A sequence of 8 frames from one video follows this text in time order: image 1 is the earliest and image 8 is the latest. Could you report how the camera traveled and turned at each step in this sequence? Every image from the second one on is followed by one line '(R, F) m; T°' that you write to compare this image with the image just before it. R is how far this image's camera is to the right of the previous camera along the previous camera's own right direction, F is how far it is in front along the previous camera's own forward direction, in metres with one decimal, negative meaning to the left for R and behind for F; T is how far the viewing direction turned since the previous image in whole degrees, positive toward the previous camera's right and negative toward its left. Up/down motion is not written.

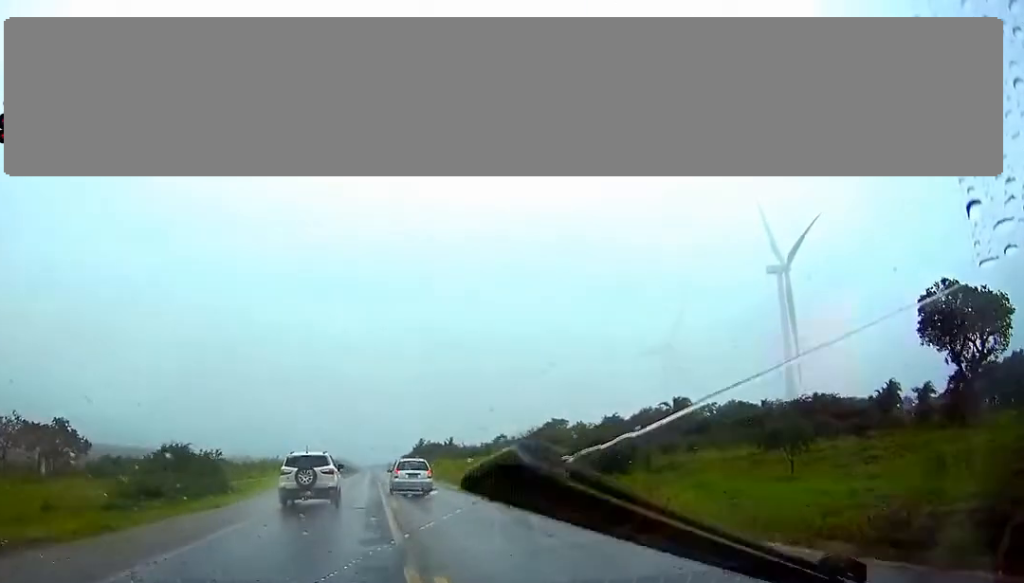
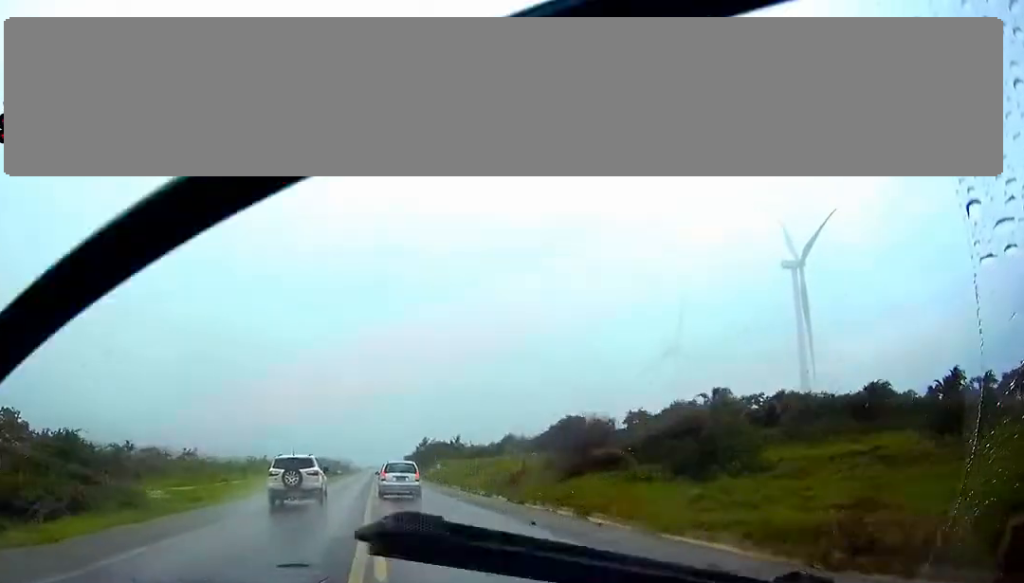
(0.0, +12.9) m; -1°
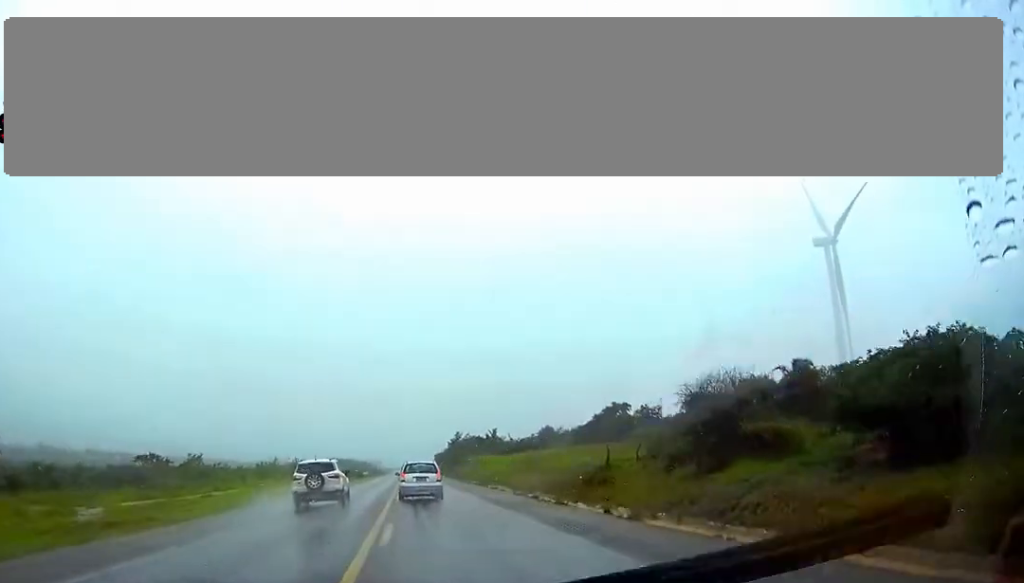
(0.0, +14.4) m; -2°
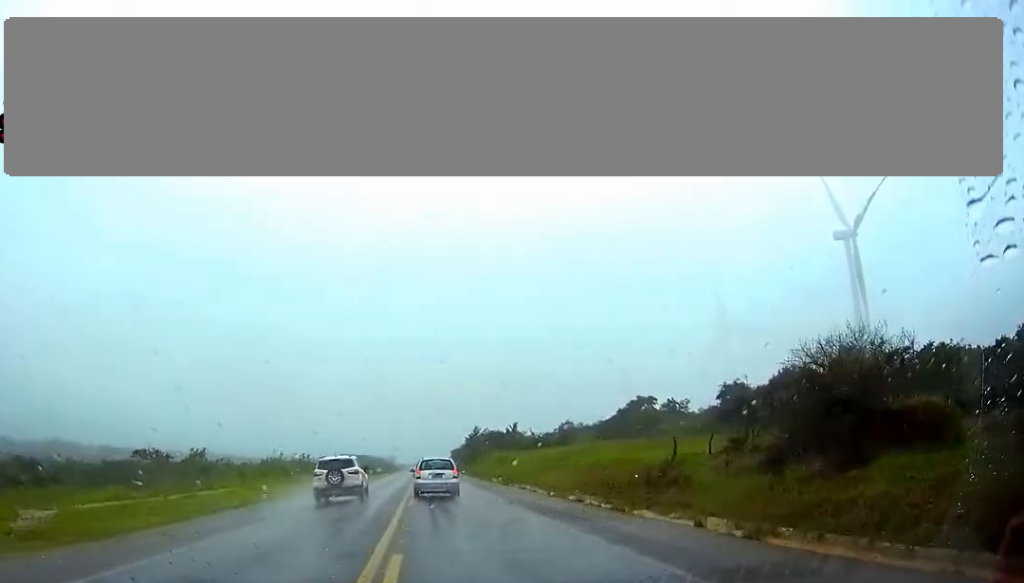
(-0.3, +6.8) m; 0°
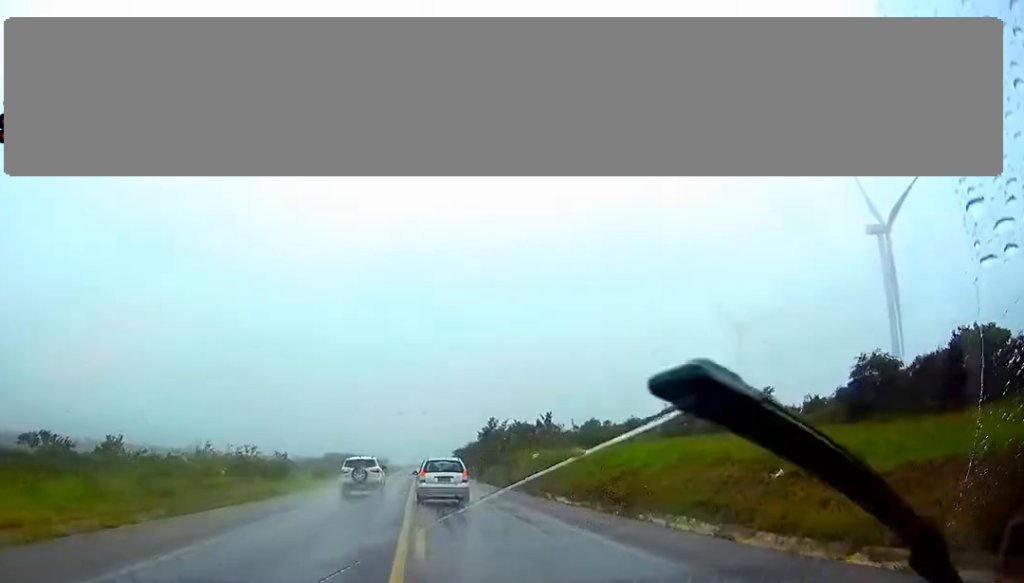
(0.0, +31.6) m; +1°
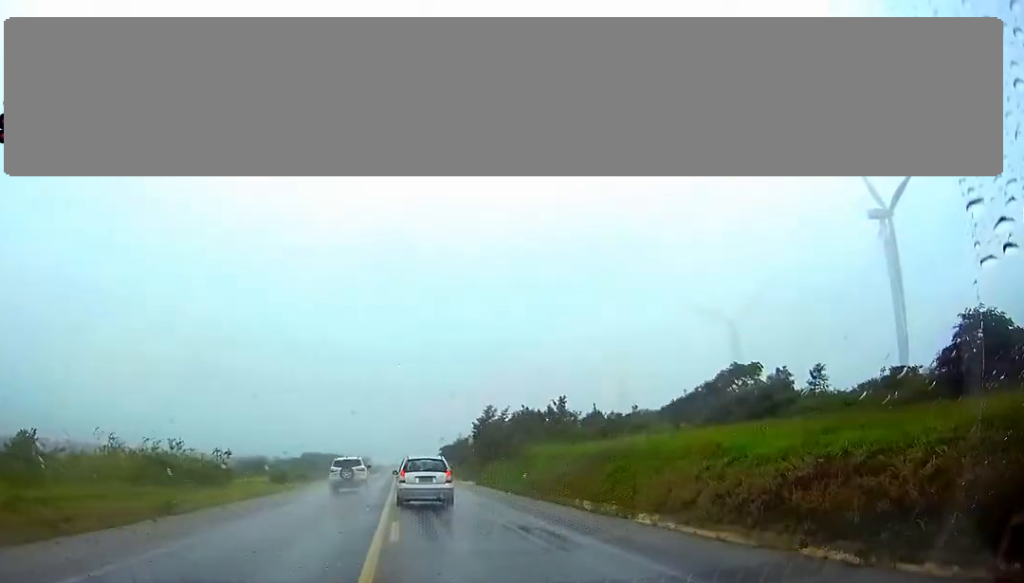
(0.0, +16.7) m; 0°
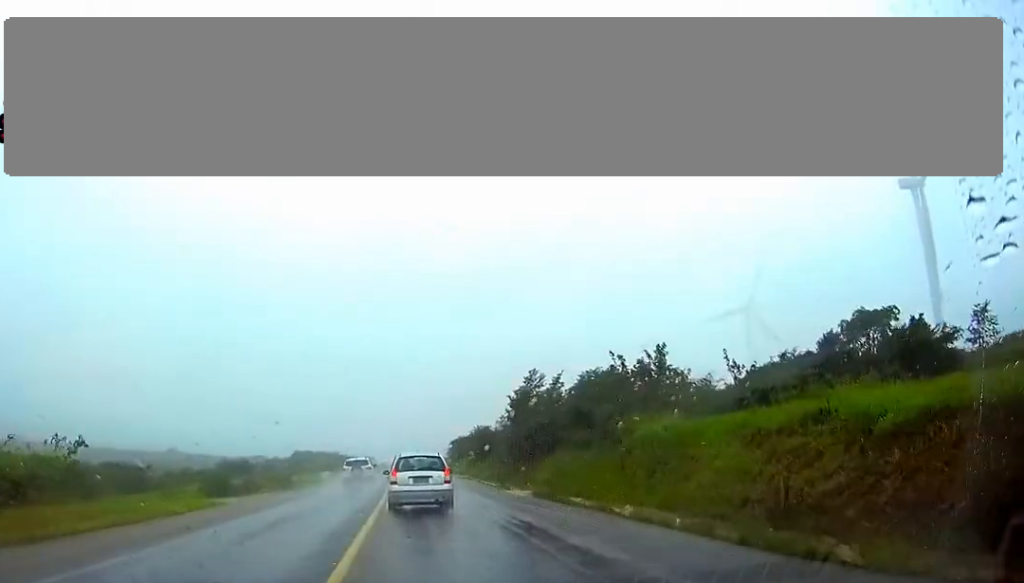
(+0.1, +27.1) m; 0°
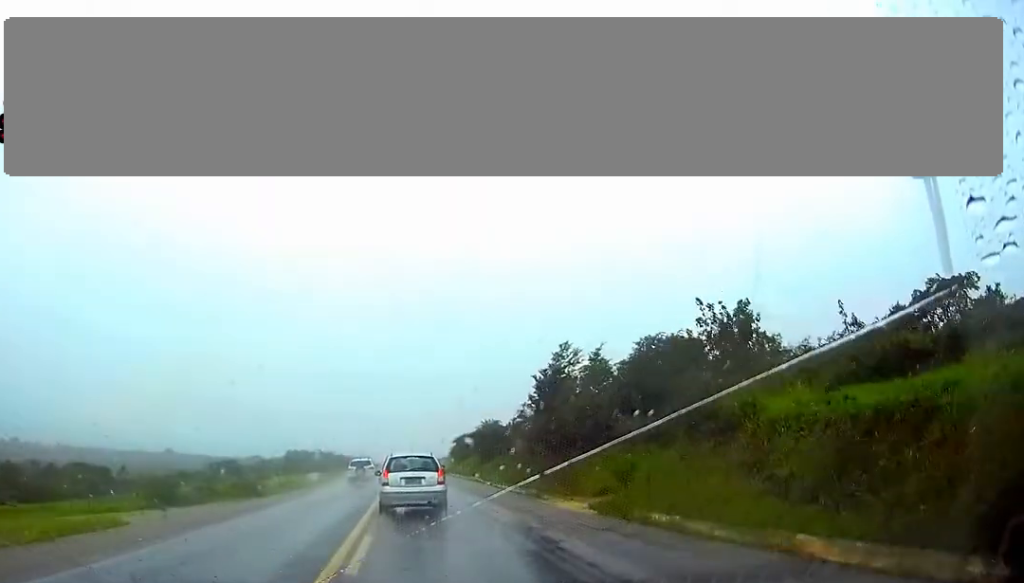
(0.0, +11.4) m; 0°
